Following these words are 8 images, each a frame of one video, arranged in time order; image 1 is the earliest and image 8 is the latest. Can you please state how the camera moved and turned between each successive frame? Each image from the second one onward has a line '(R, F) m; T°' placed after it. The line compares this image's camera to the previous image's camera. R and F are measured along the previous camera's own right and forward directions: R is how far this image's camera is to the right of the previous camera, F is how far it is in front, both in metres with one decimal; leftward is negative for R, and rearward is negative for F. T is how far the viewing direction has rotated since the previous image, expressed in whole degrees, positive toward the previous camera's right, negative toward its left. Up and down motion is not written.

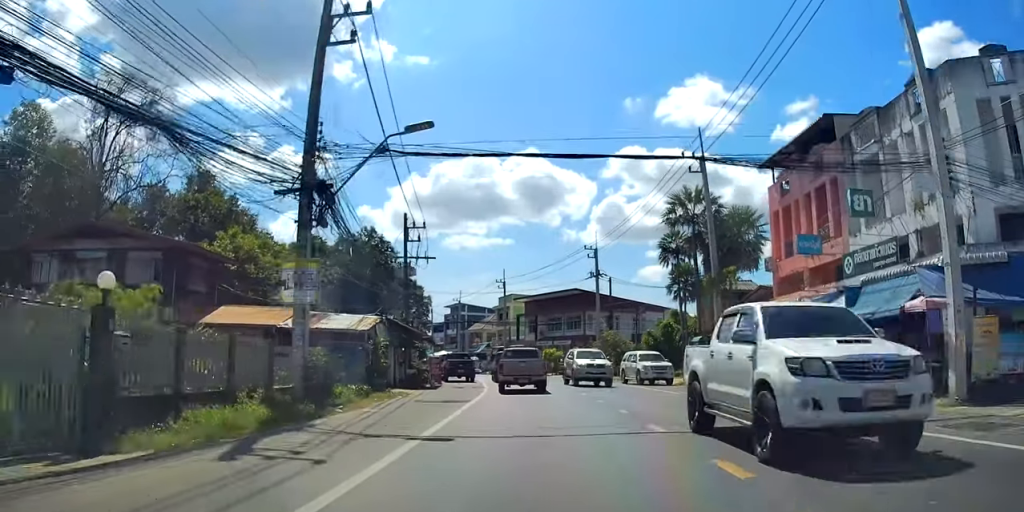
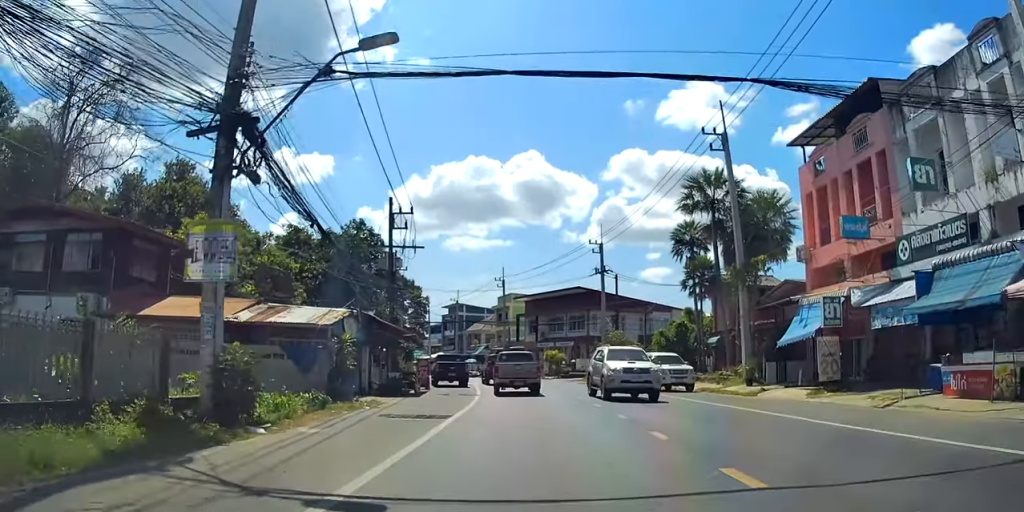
(-0.1, +4.3) m; +1°
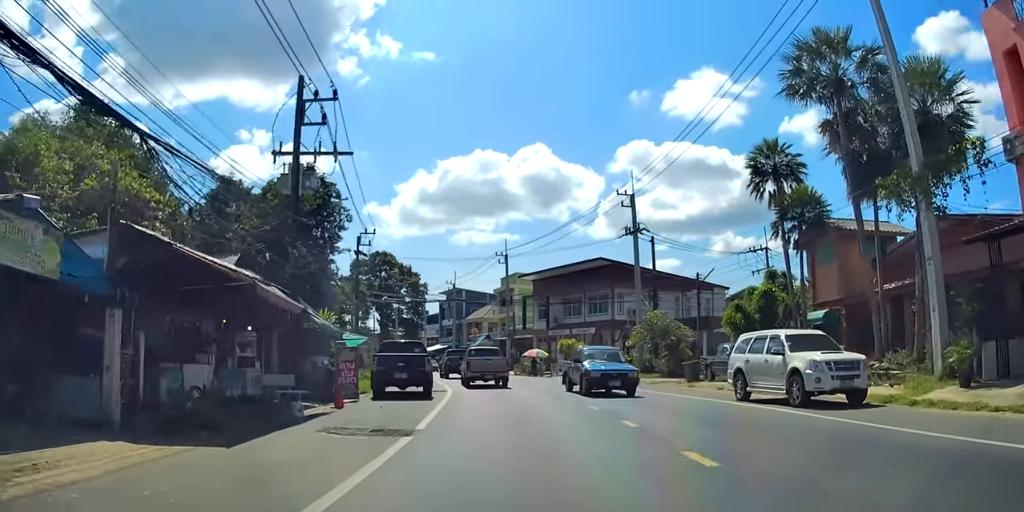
(+0.9, +14.2) m; +6°
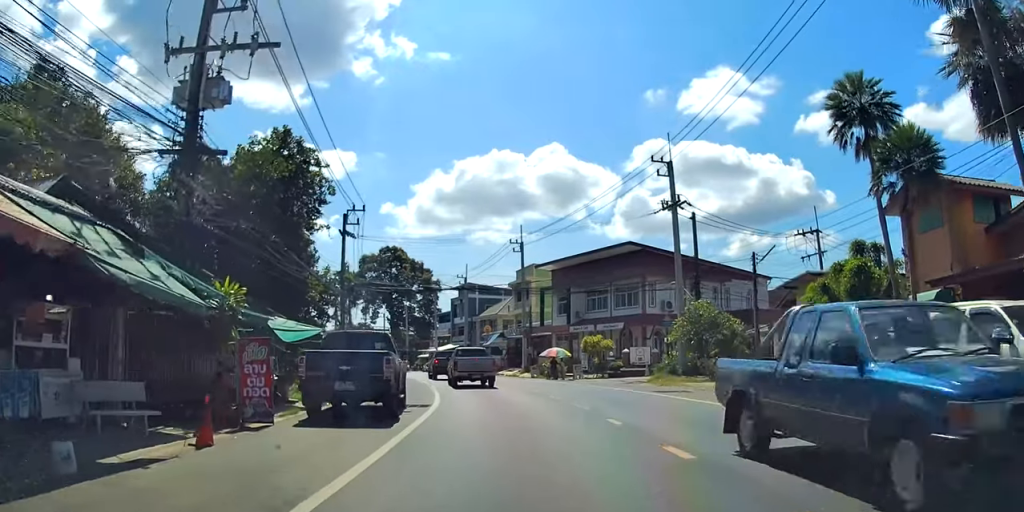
(0.0, +6.7) m; -5°
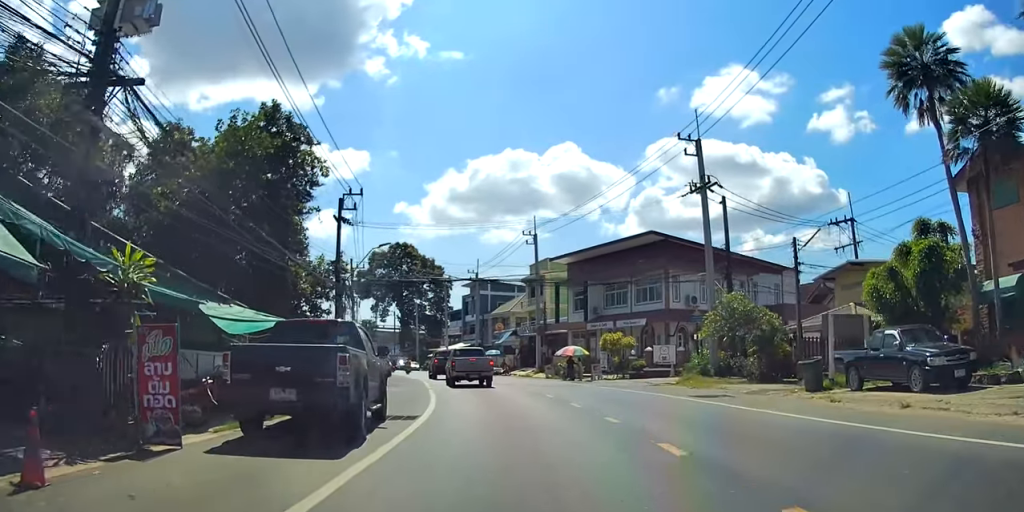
(-0.3, +3.4) m; -5°
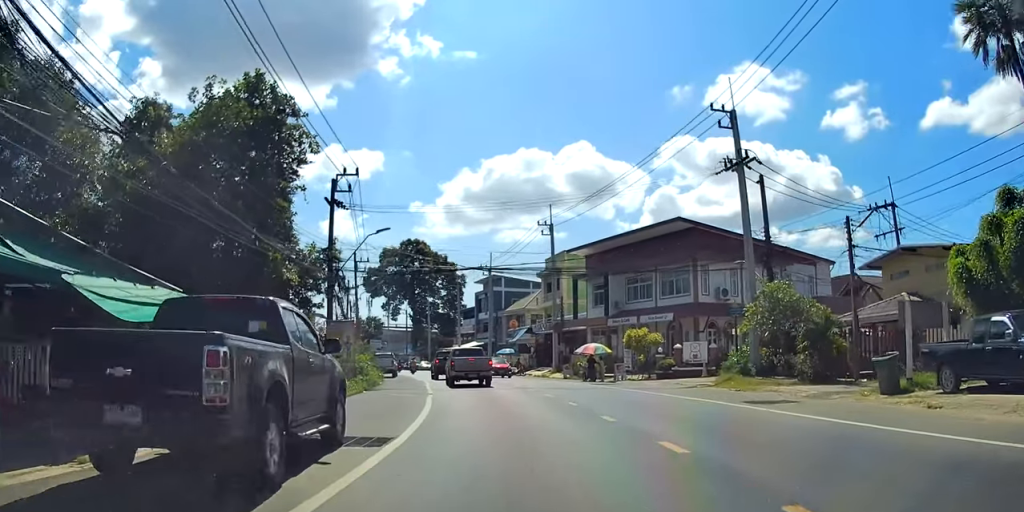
(0.0, +3.4) m; -5°
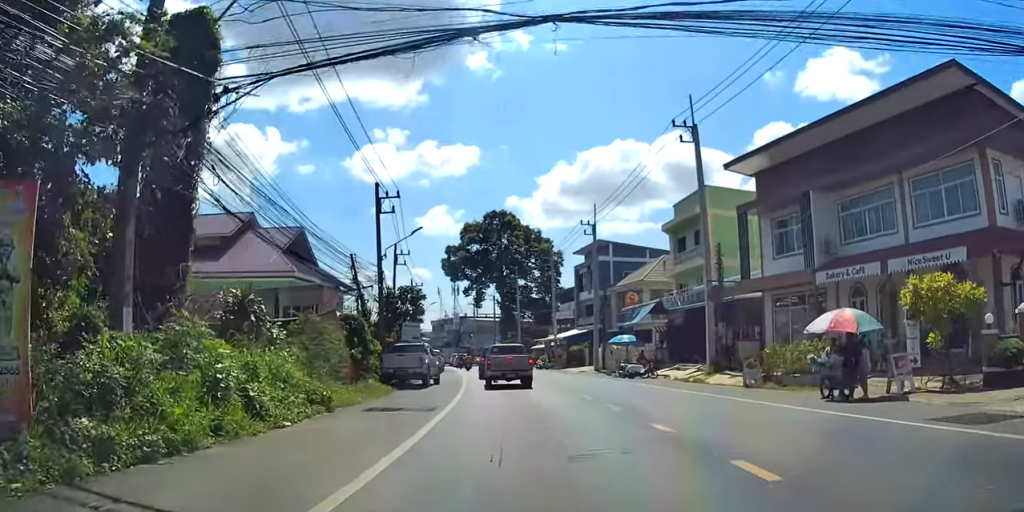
(-2.6, +19.8) m; -11°
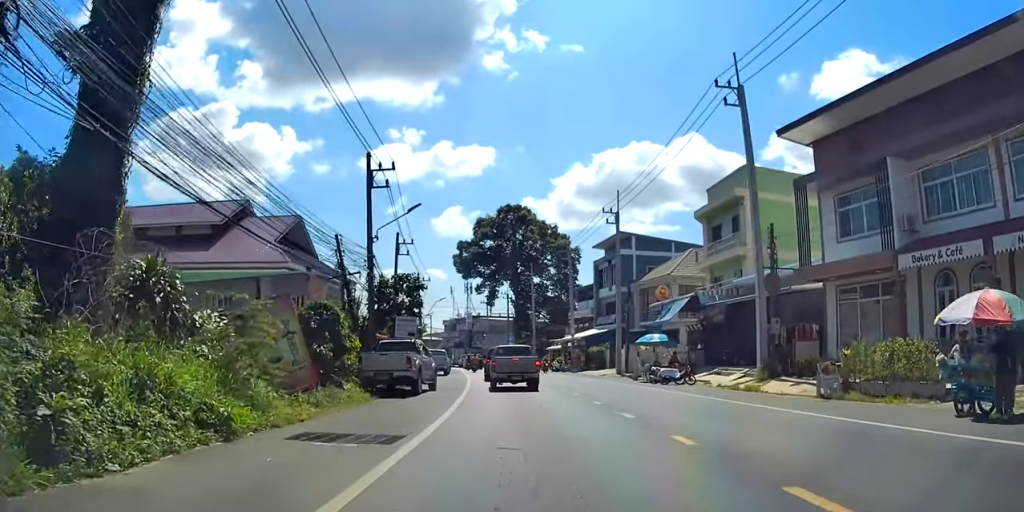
(-0.1, +4.6) m; +1°
